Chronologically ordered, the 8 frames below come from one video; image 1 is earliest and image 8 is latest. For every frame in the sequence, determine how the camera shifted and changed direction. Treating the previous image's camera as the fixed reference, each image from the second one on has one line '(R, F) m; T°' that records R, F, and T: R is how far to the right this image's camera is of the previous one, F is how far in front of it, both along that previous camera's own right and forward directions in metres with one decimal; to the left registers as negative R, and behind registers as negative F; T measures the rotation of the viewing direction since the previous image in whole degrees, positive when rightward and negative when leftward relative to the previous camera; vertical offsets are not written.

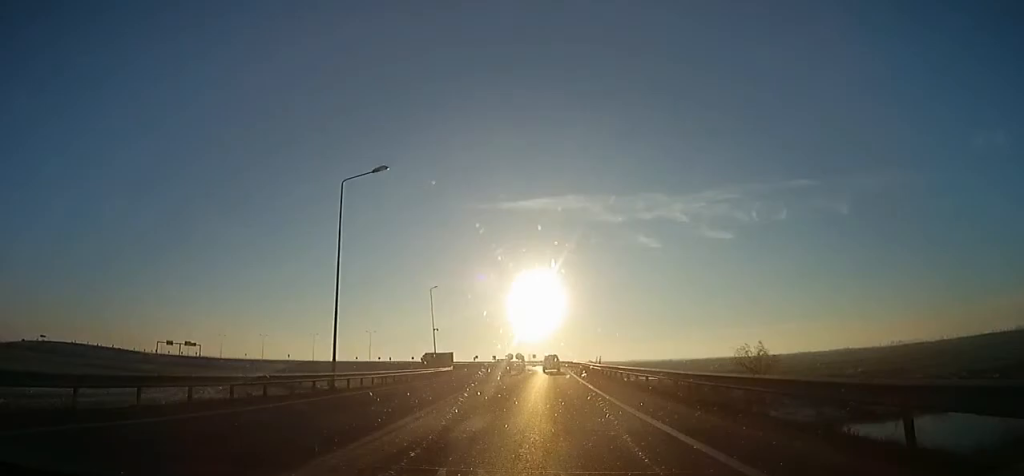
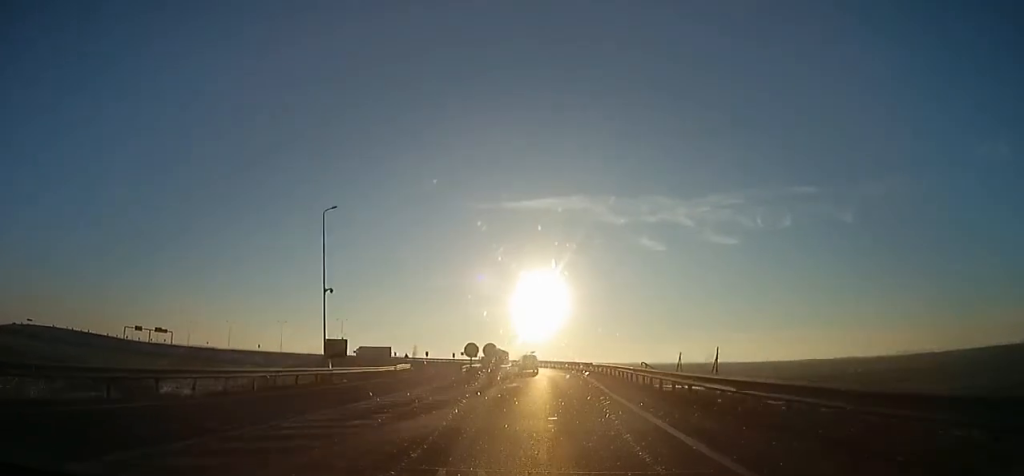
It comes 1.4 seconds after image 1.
(+0.3, +29.1) m; -2°
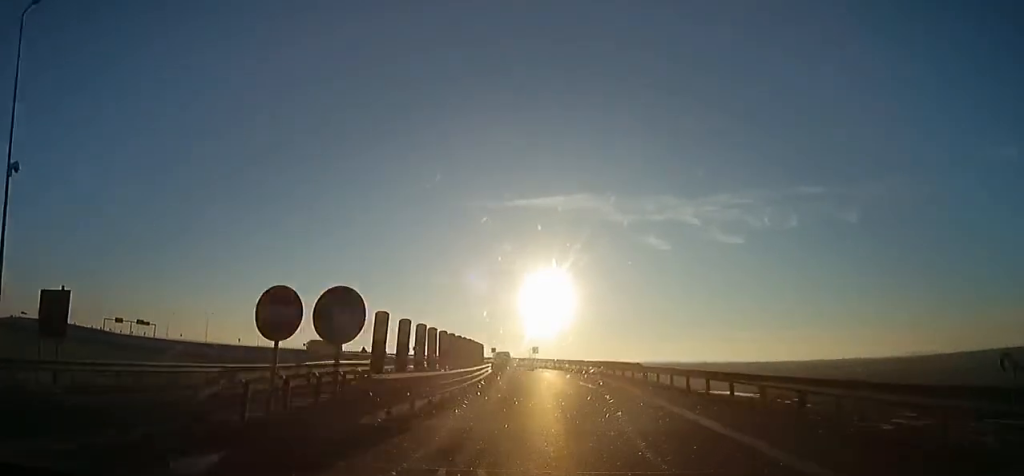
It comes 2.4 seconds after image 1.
(-0.8, +20.3) m; -2°
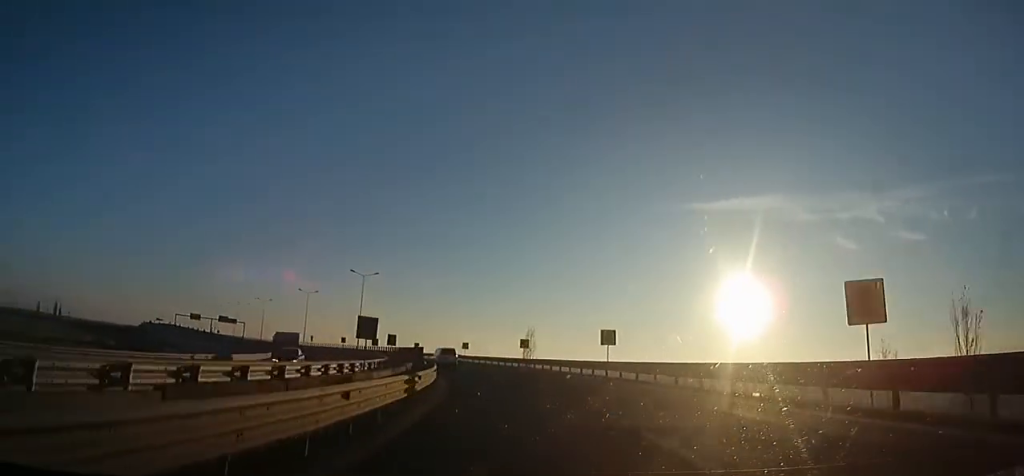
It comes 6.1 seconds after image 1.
(-8.5, +74.4) m; -19°
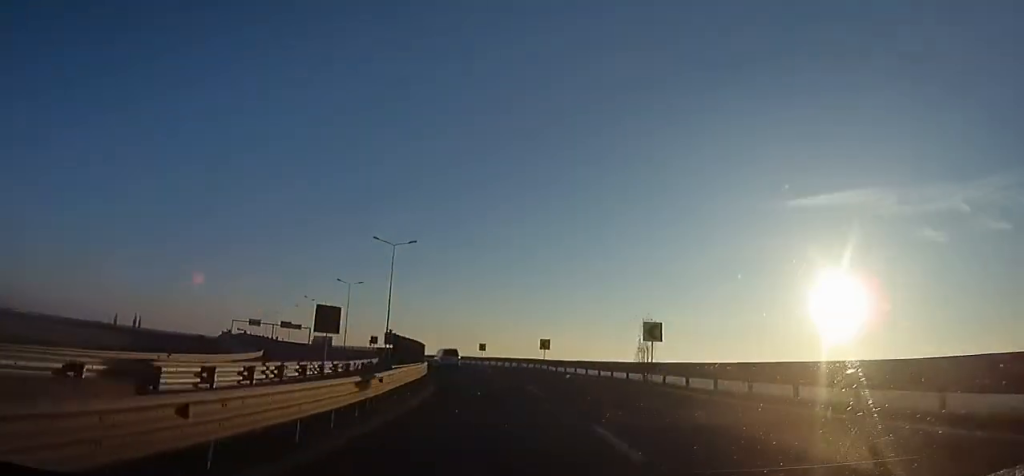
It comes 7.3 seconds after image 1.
(-1.1, +24.8) m; -11°
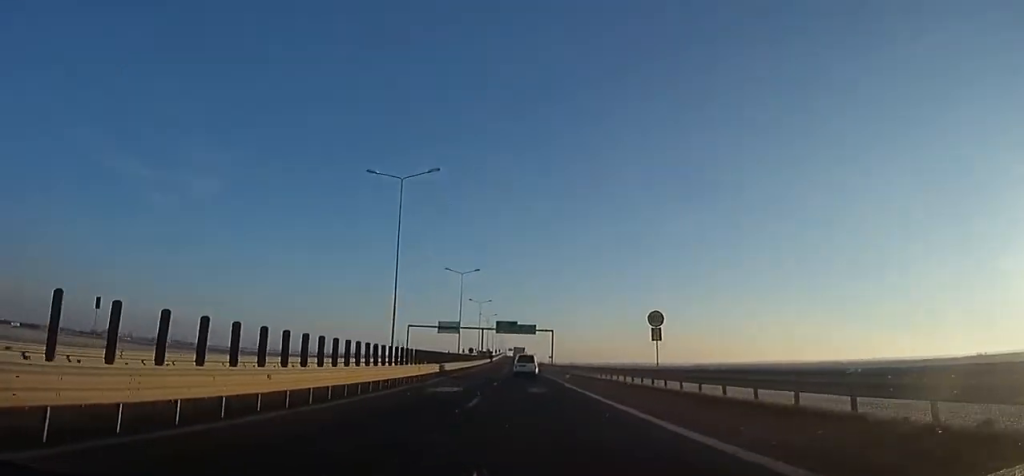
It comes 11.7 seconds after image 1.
(-29.7, +88.7) m; -30°
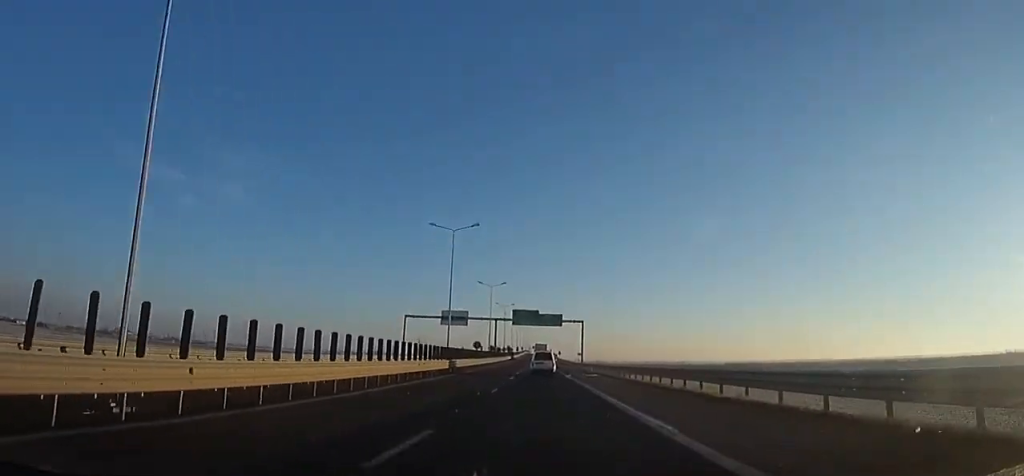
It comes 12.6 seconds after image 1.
(-0.9, +21.3) m; -3°
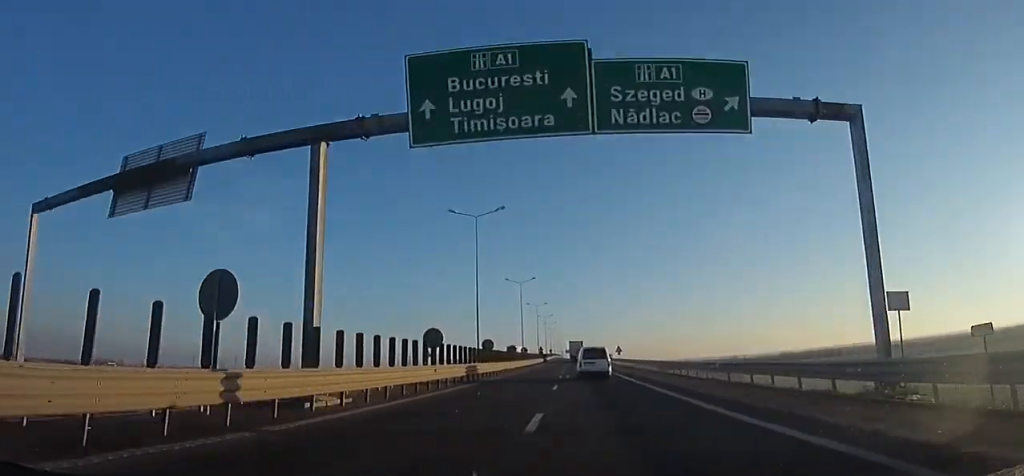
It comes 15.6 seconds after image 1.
(-5.0, +75.4) m; -4°
